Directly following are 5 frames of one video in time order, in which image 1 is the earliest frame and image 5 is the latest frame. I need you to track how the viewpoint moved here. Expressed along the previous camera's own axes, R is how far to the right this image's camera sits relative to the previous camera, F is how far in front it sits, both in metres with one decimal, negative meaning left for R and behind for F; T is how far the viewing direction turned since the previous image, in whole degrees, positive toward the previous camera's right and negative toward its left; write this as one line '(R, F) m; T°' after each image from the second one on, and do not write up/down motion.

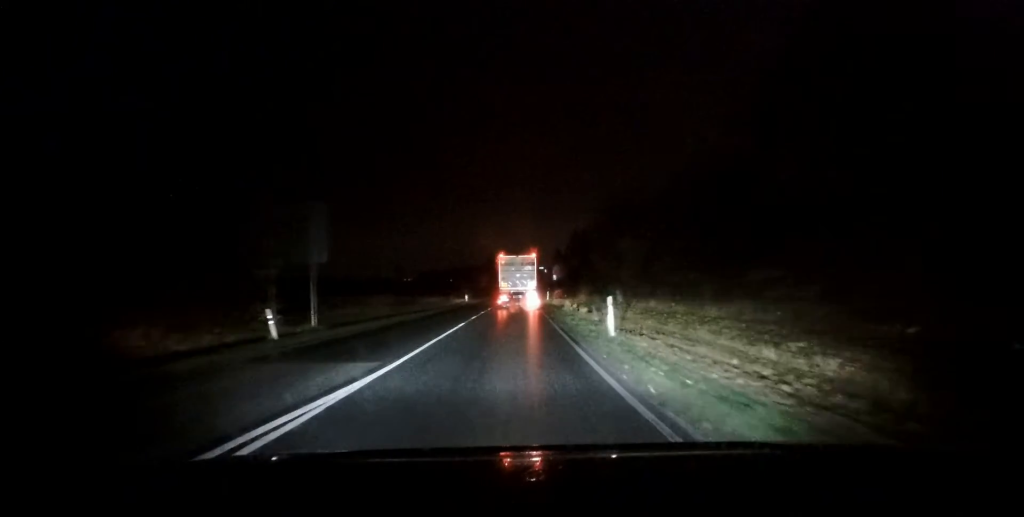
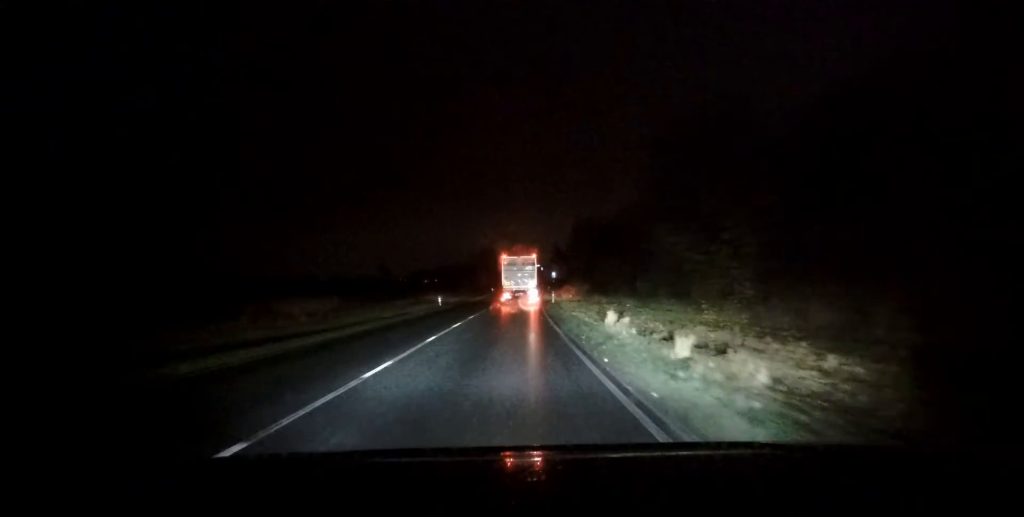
(+0.4, +18.9) m; +1°
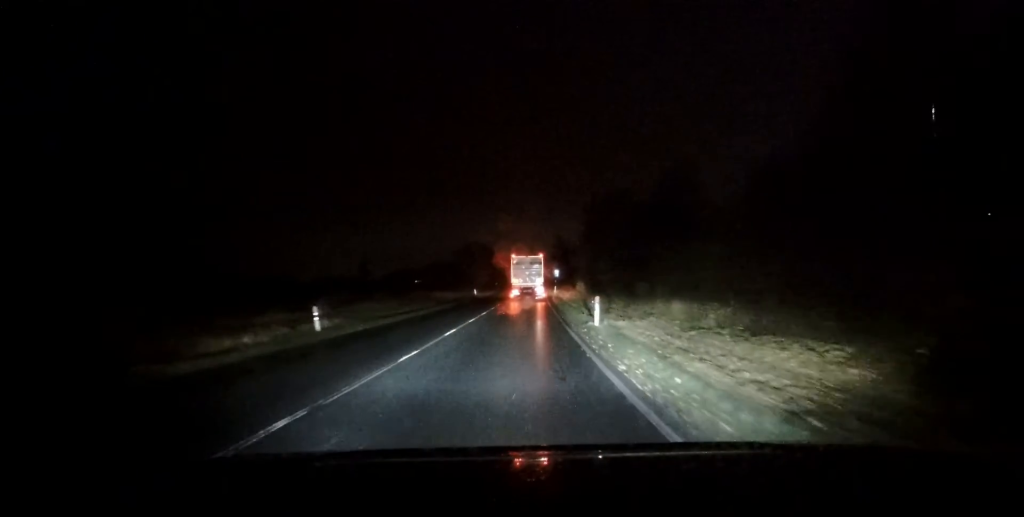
(-0.5, +29.2) m; 0°
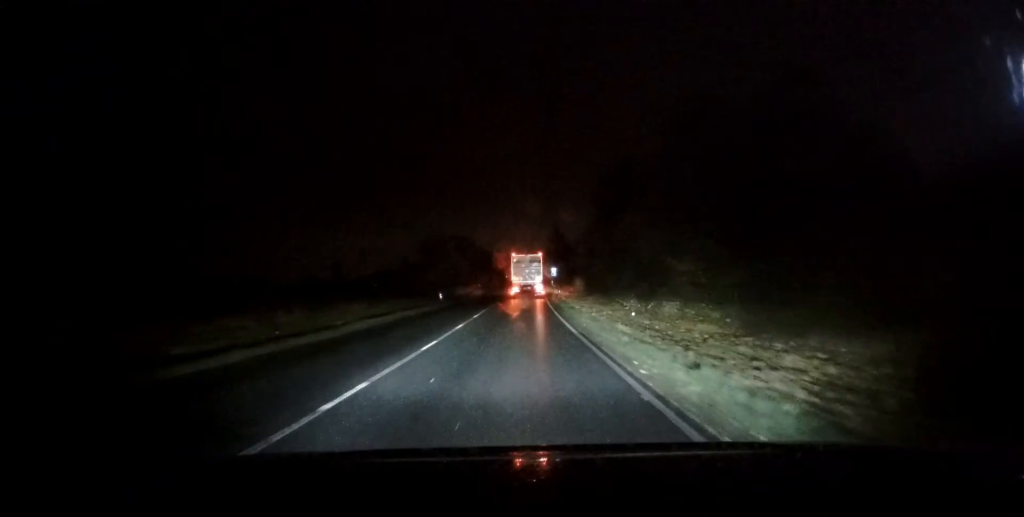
(+0.5, +22.8) m; +1°
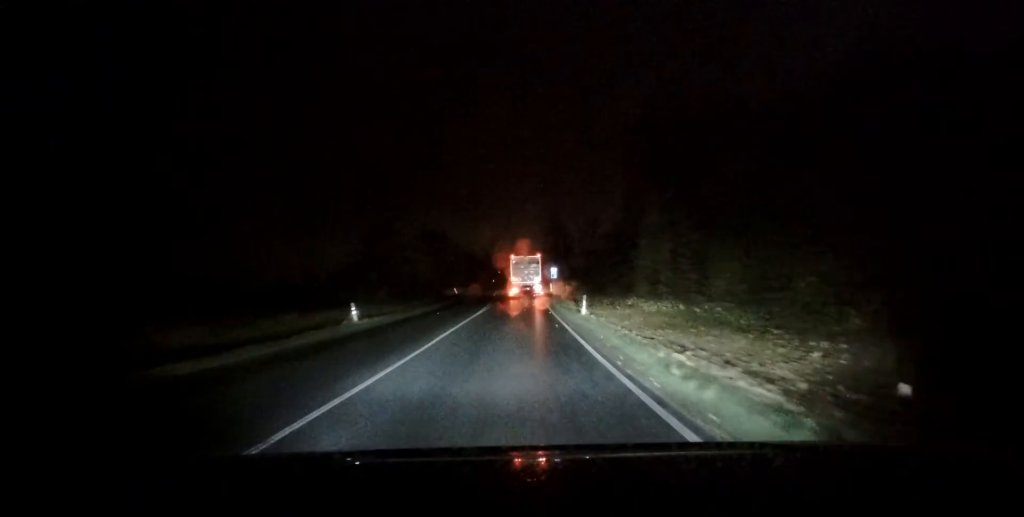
(0.0, +22.8) m; 0°
